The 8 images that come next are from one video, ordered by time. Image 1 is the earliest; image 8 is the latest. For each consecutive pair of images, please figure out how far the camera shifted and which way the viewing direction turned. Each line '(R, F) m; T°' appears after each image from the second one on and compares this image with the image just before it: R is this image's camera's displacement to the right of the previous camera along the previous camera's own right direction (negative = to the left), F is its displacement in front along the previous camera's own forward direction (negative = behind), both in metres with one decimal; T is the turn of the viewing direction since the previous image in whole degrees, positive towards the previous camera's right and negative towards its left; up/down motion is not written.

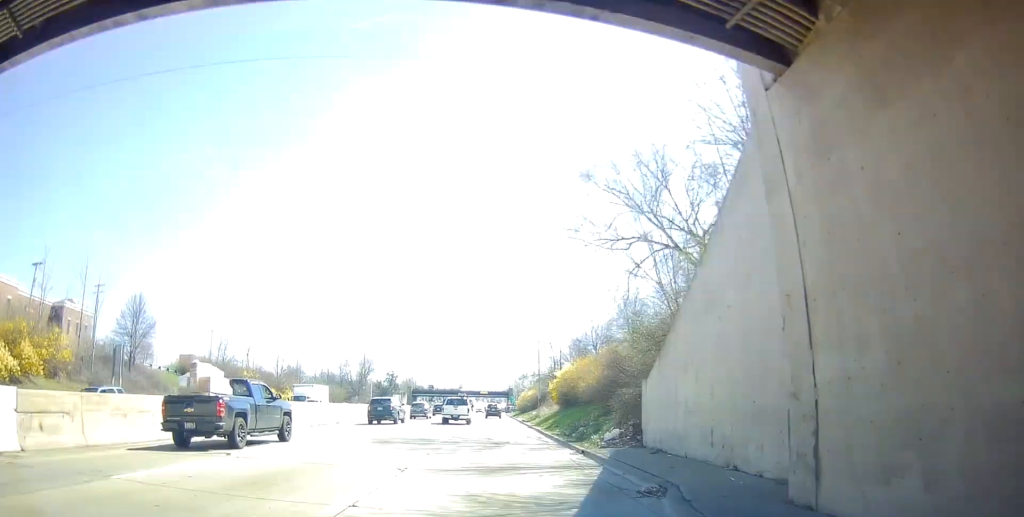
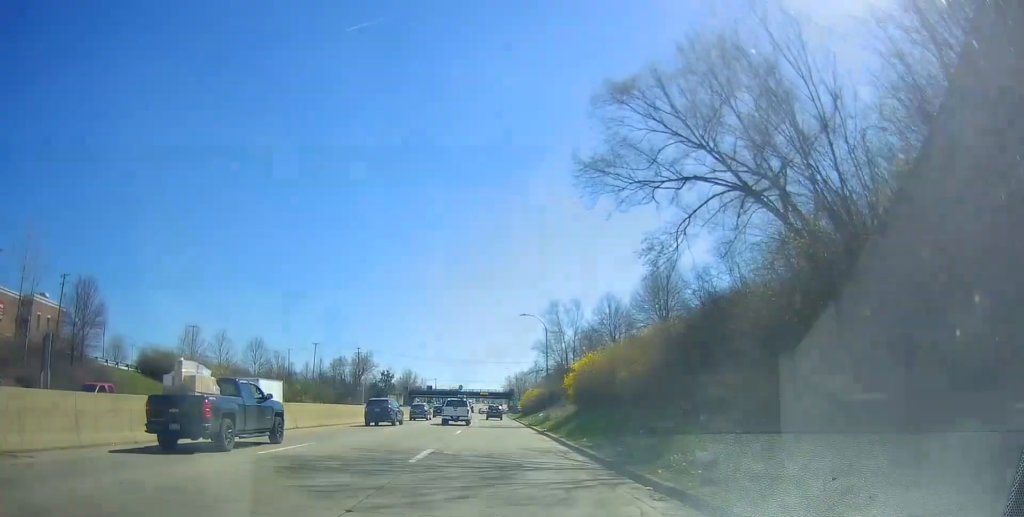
(+0.1, +8.6) m; +1°
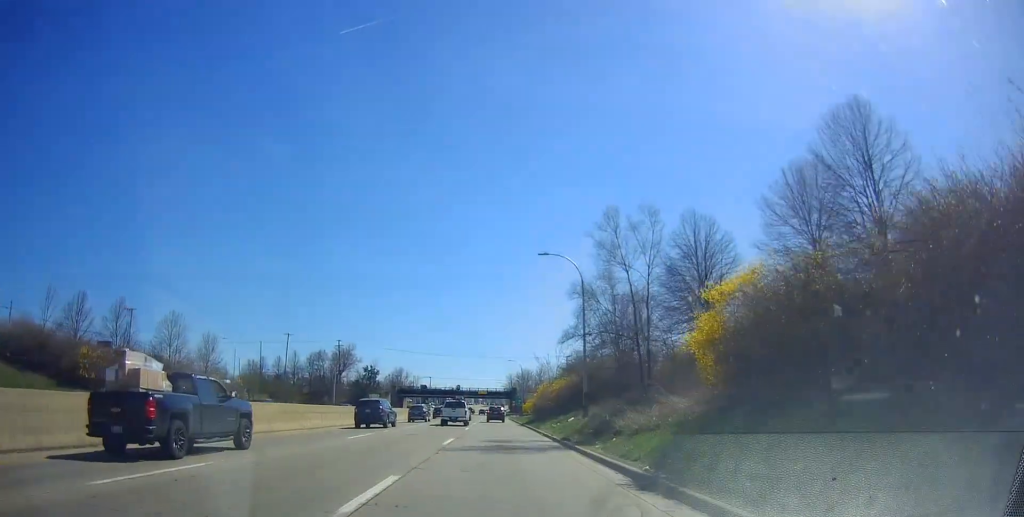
(+0.2, +22.3) m; +2°
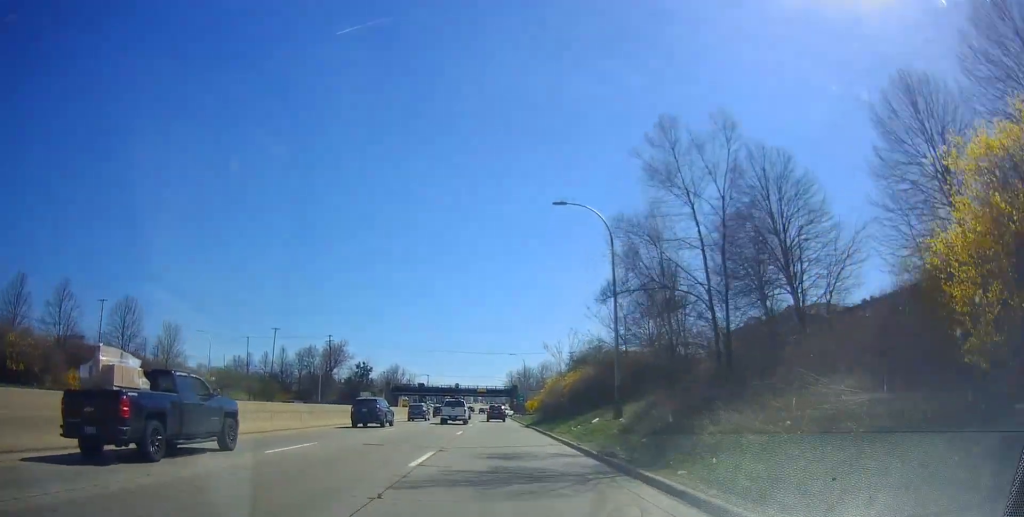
(+0.1, +8.7) m; +1°
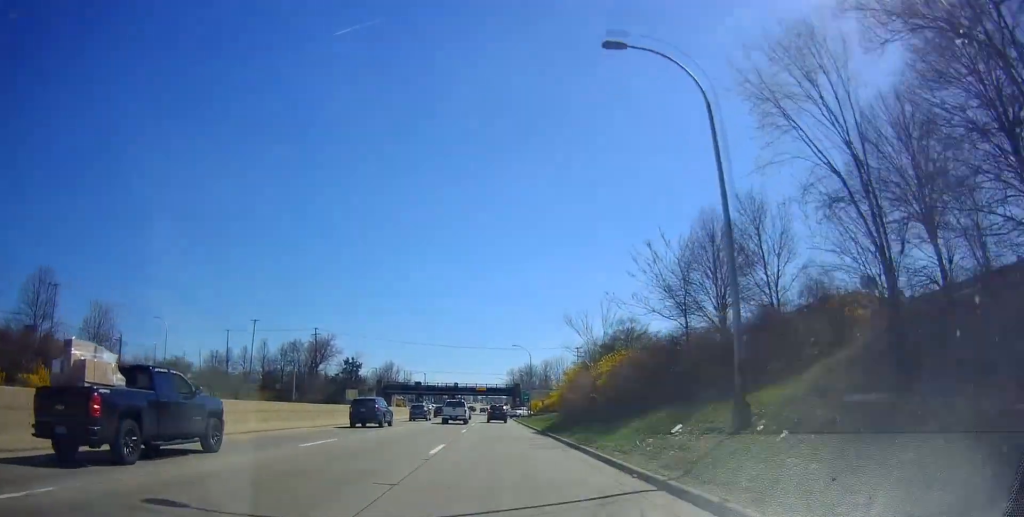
(+0.2, +12.8) m; -1°
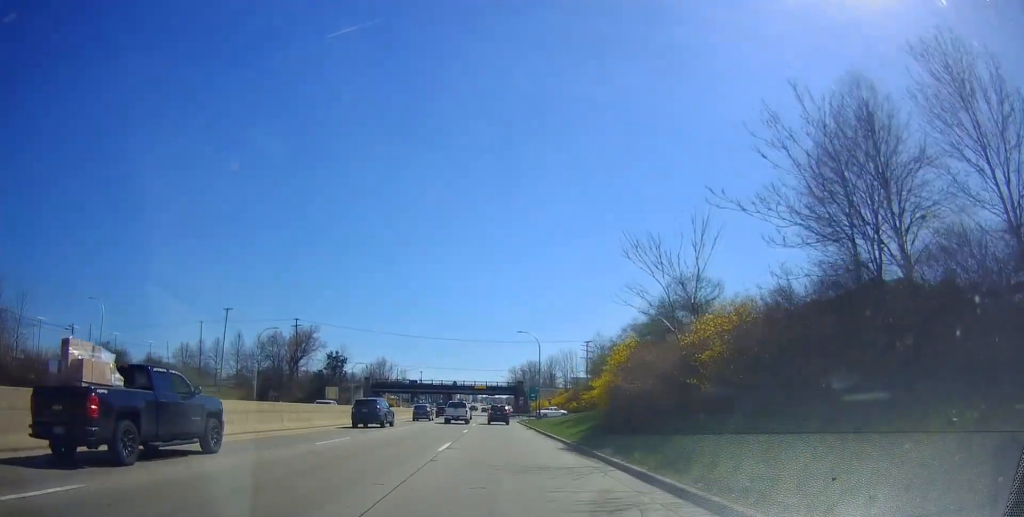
(-0.2, +14.7) m; -1°
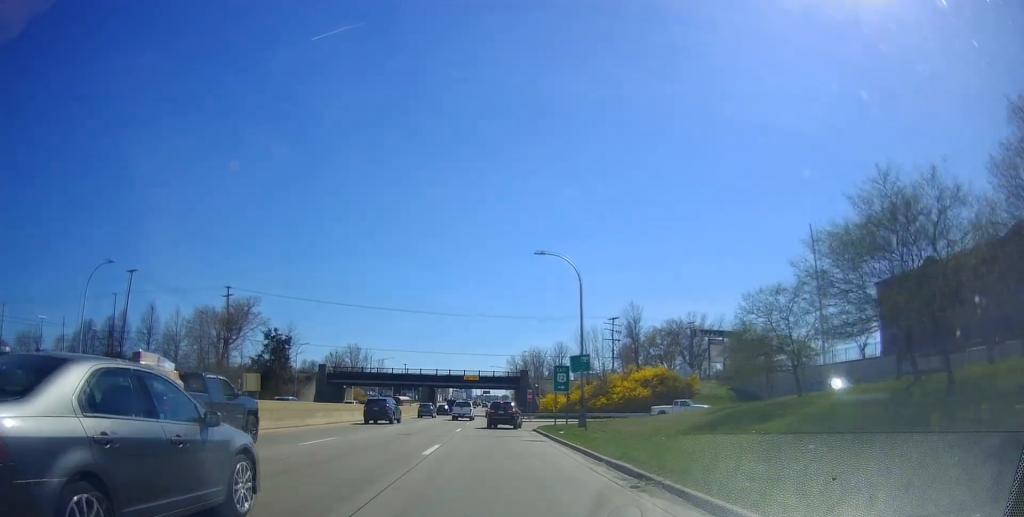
(+0.2, +32.2) m; +2°
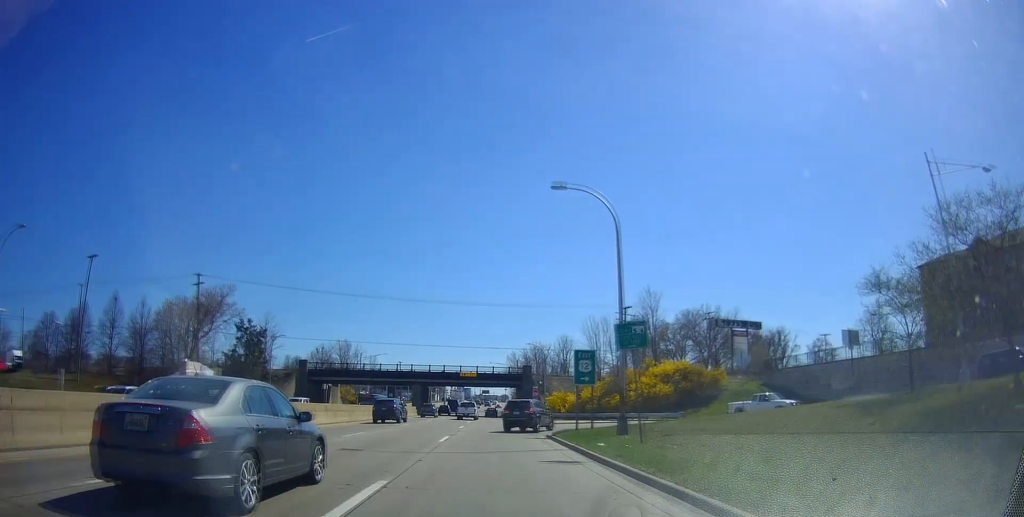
(-0.2, +10.3) m; 0°
